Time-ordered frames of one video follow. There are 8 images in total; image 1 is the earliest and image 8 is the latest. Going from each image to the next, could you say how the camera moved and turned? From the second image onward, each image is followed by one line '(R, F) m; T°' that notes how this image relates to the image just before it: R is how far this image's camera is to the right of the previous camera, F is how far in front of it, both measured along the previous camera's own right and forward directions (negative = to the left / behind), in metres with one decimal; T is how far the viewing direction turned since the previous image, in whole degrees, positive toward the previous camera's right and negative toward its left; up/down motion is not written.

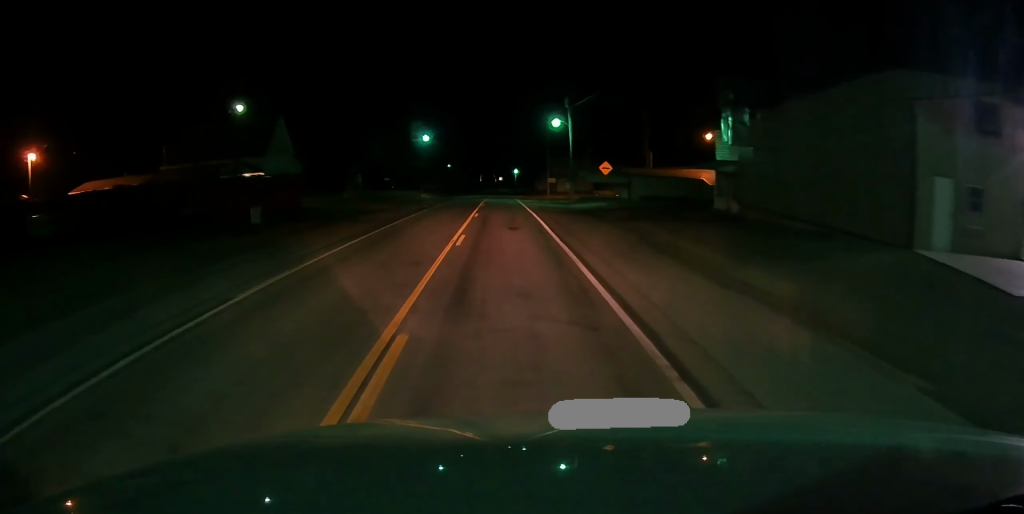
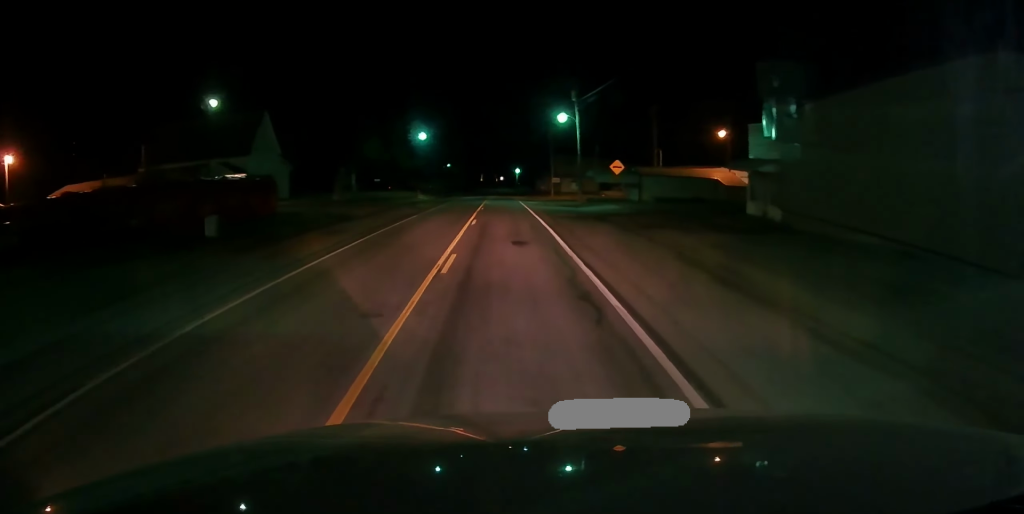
(+0.1, +4.8) m; 0°
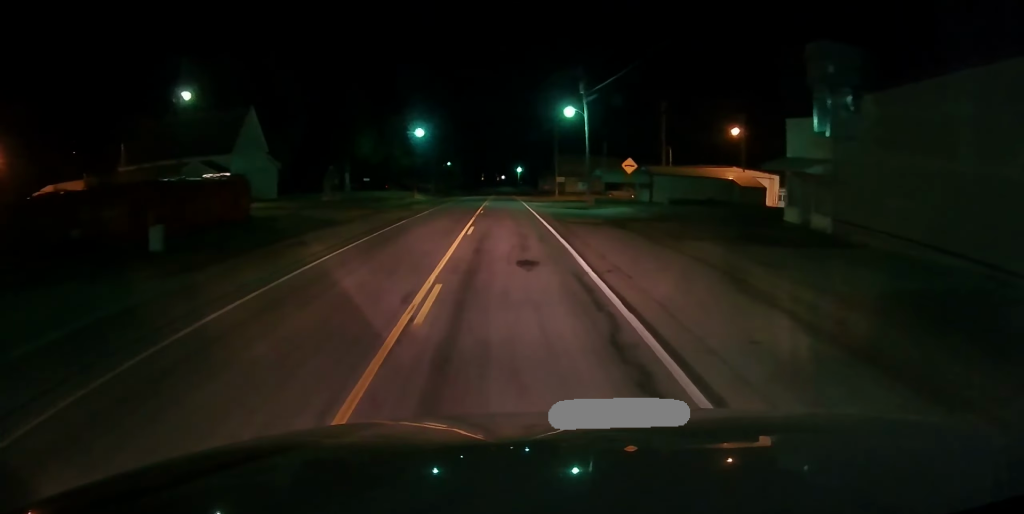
(-0.1, +4.3) m; -1°
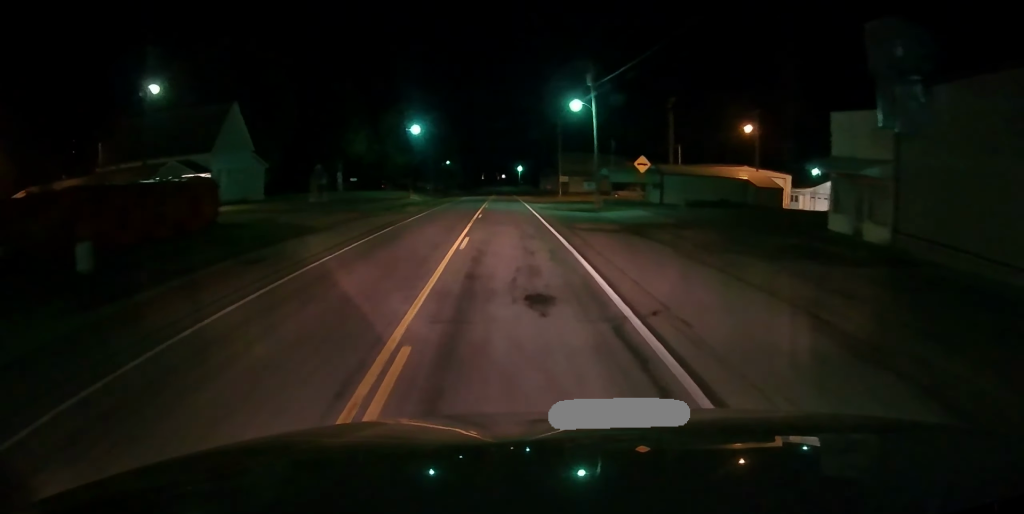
(-0.1, +4.3) m; -1°
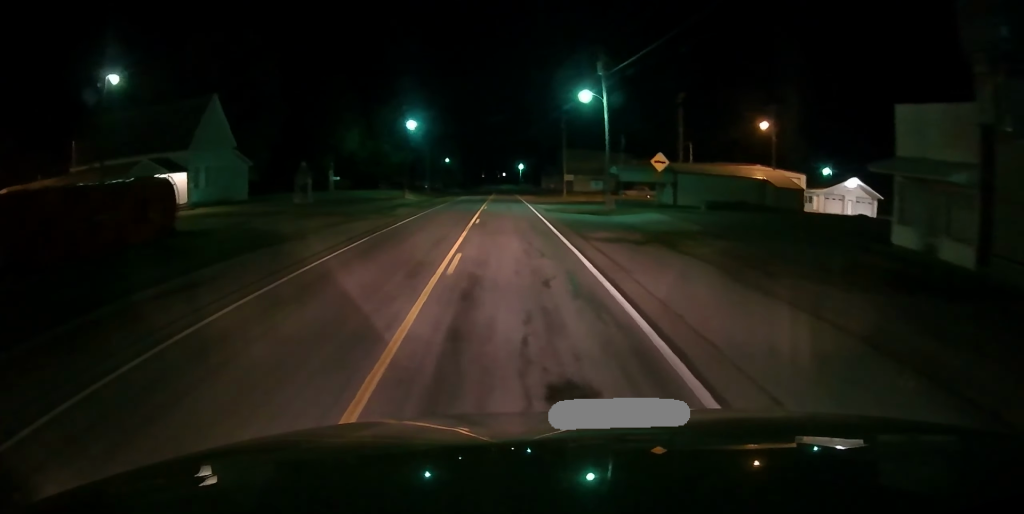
(0.0, +4.7) m; 0°
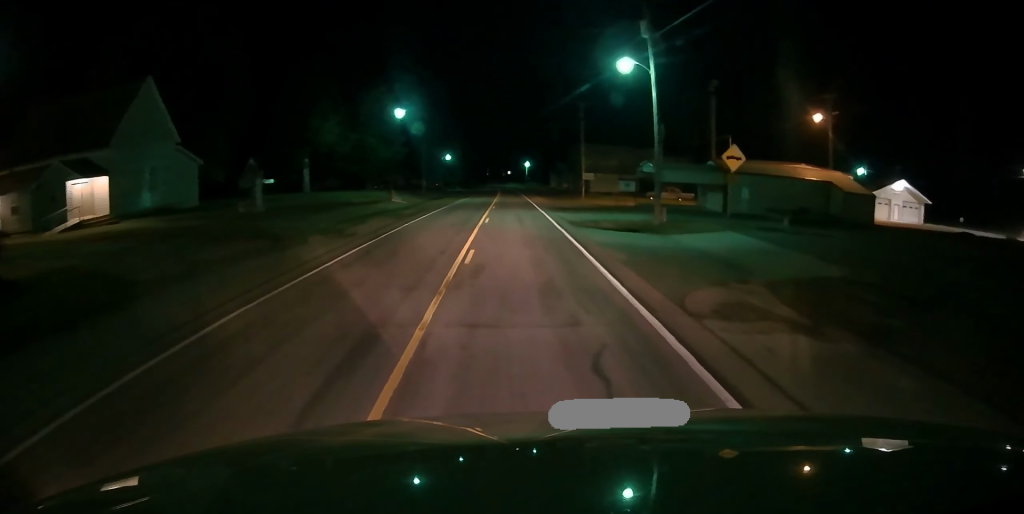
(0.0, +13.0) m; 0°
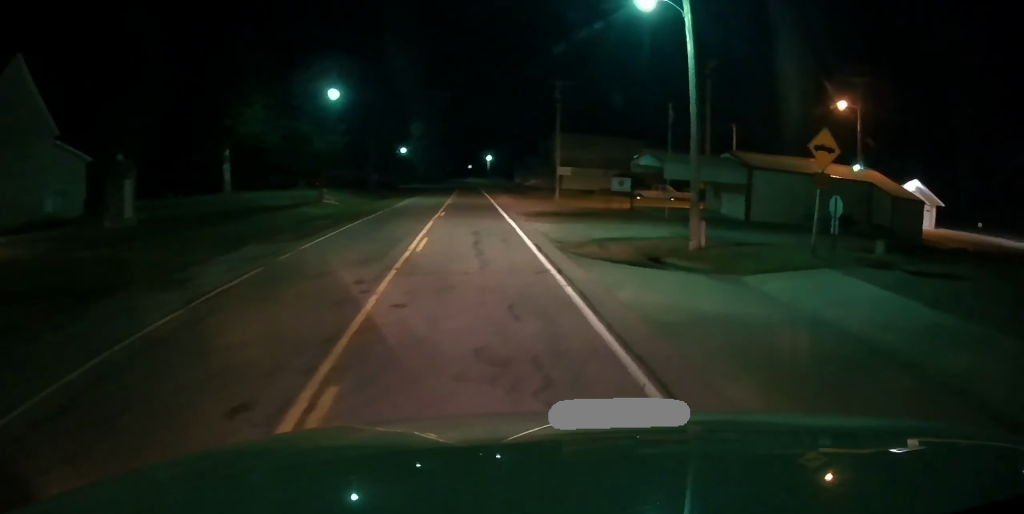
(0.0, +12.9) m; +3°
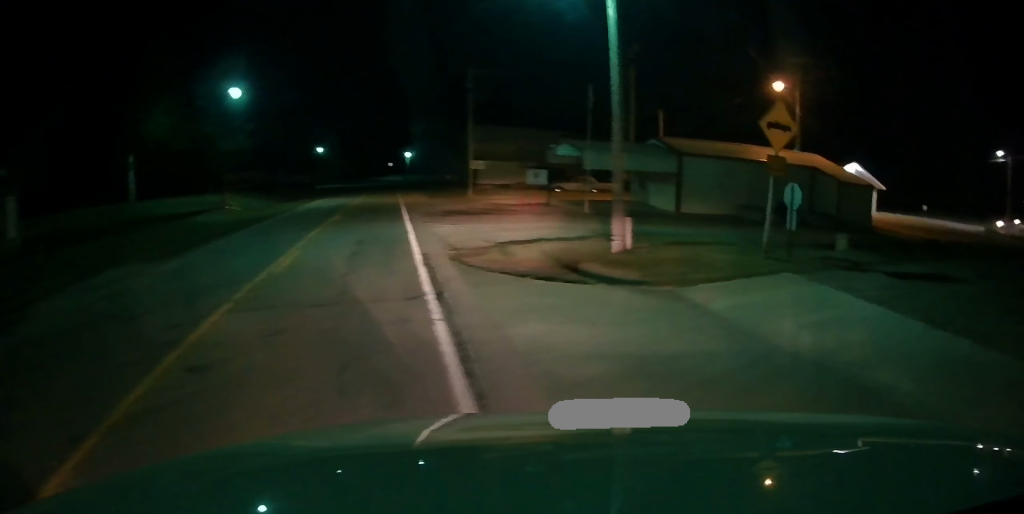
(+0.1, +3.8) m; +6°
